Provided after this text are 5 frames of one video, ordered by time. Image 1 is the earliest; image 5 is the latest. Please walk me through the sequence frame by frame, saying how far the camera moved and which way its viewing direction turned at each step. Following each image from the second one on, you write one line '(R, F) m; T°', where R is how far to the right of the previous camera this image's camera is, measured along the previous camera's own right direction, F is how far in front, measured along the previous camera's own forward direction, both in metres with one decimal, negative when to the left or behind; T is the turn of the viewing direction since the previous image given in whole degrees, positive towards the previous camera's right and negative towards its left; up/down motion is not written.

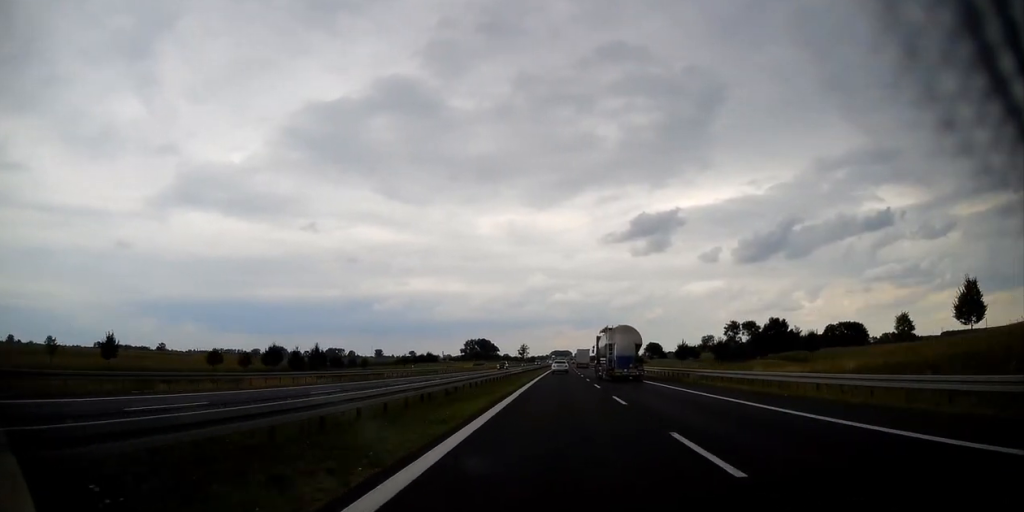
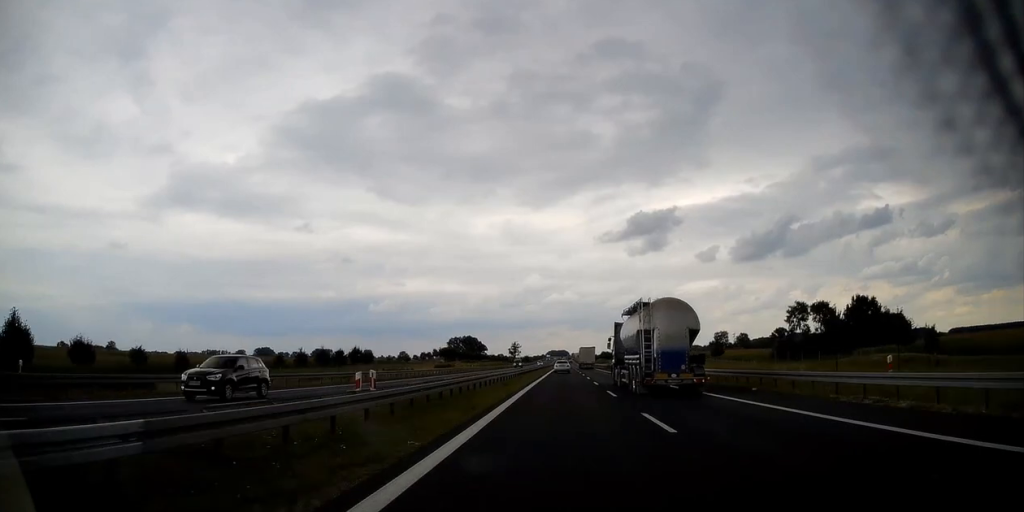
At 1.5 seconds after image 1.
(+0.3, +55.3) m; +1°
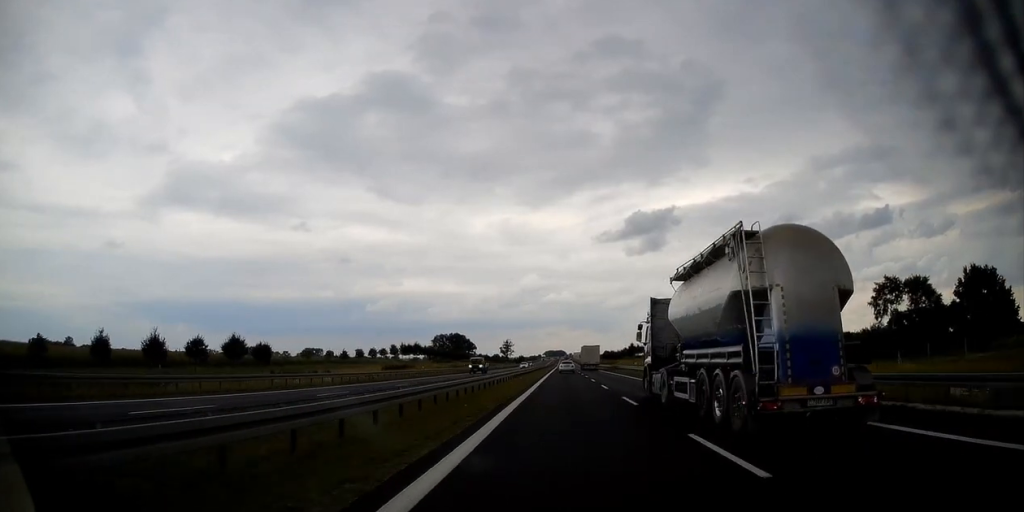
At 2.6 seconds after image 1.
(+0.1, +40.1) m; 0°
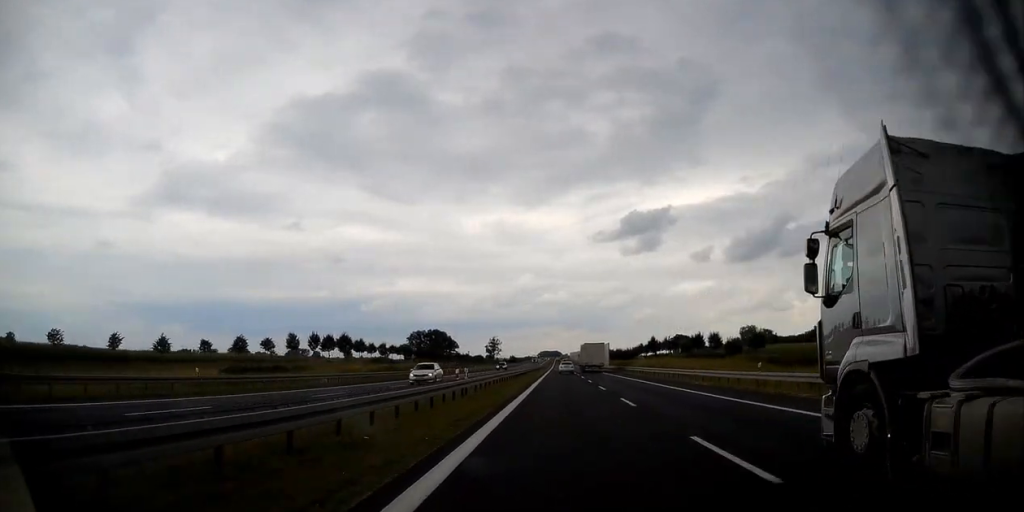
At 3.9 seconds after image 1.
(+0.1, +47.9) m; 0°
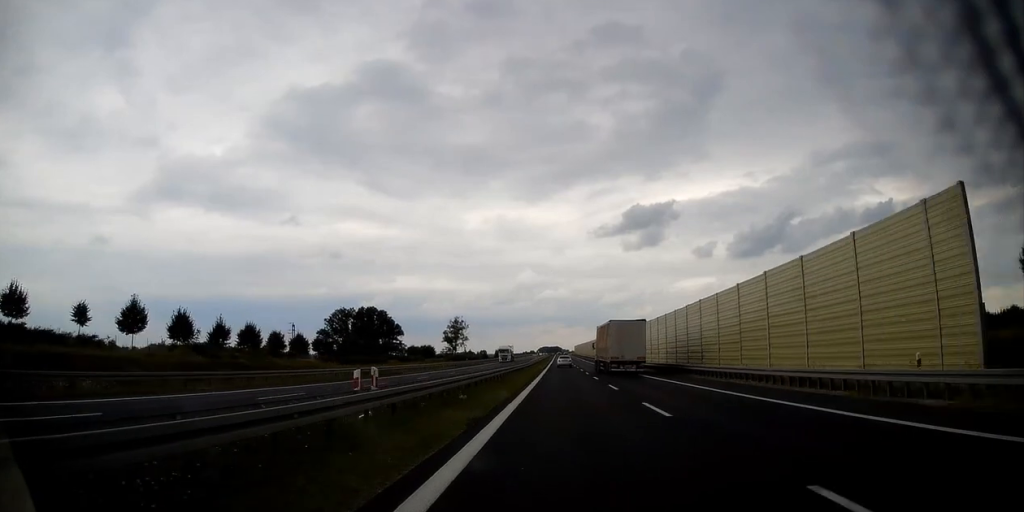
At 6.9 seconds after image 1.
(-0.3, +112.4) m; 0°
